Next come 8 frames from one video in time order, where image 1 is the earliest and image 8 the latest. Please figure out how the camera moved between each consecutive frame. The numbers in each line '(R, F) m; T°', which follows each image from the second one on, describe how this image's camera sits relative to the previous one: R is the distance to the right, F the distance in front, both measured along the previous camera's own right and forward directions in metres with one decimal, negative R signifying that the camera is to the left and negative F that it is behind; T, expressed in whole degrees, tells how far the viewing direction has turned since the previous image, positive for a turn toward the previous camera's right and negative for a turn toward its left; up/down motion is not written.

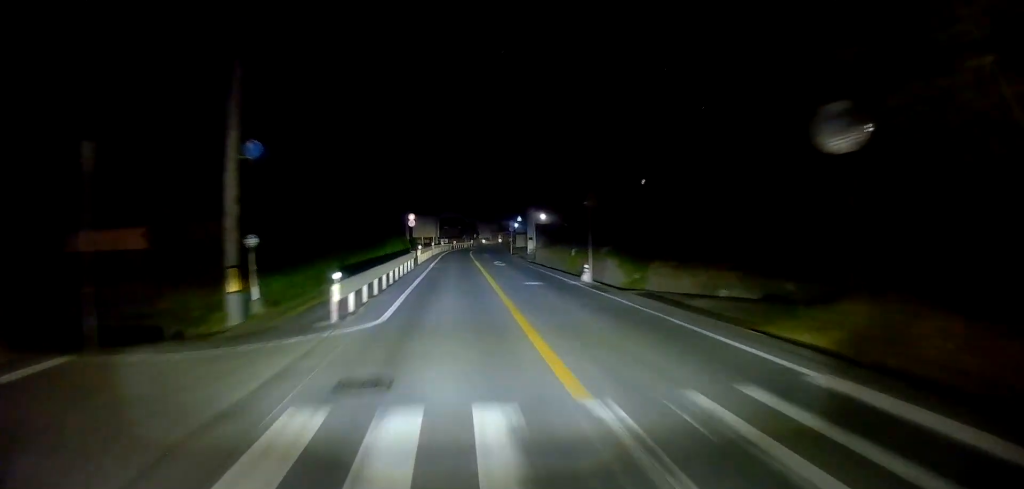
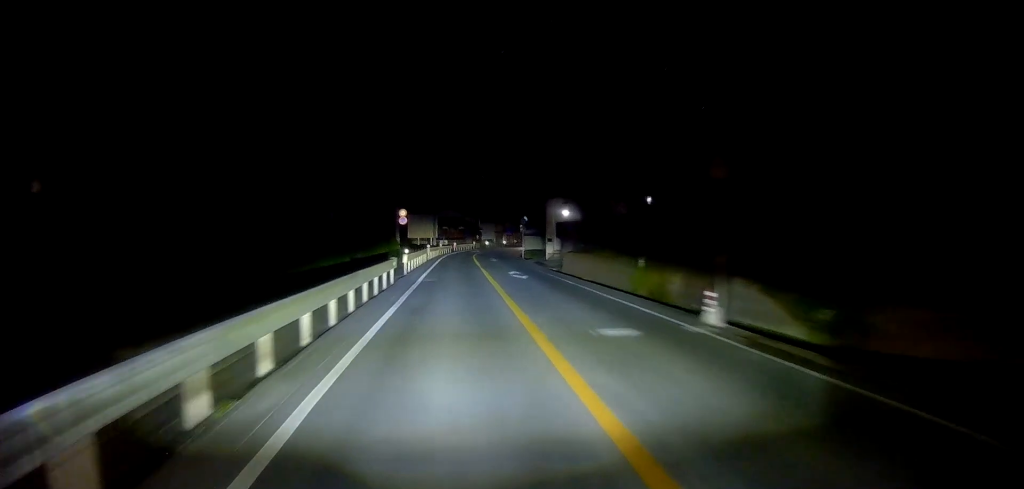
(0.0, +10.4) m; 0°
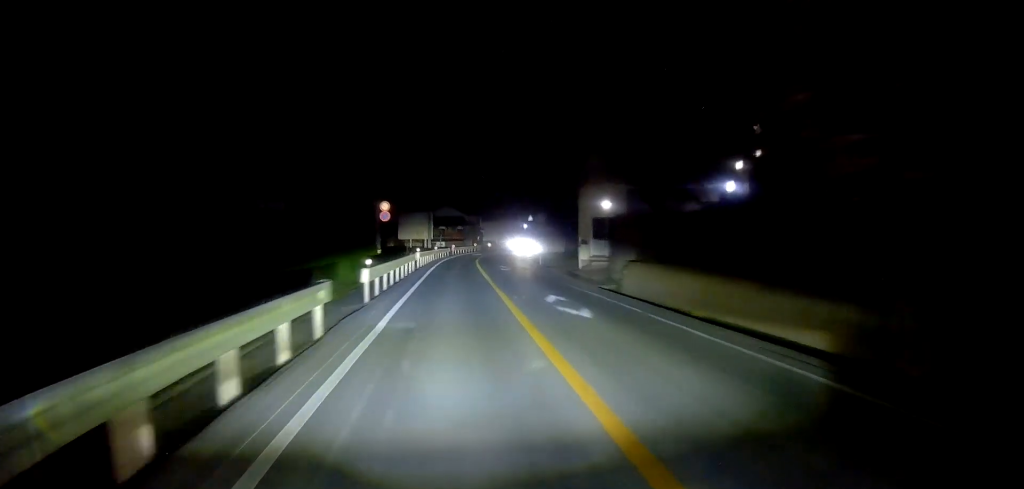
(0.0, +11.0) m; 0°
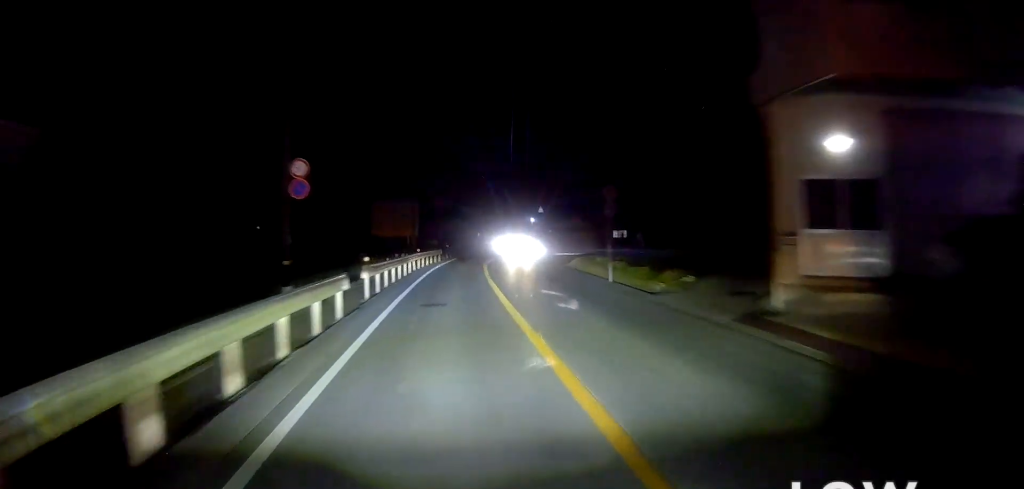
(0.0, +19.6) m; 0°
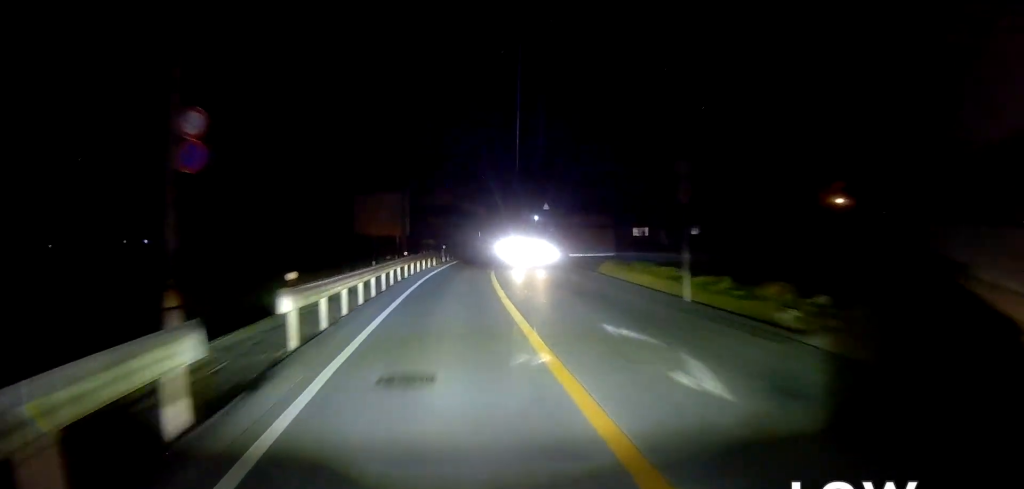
(0.0, +8.1) m; 0°
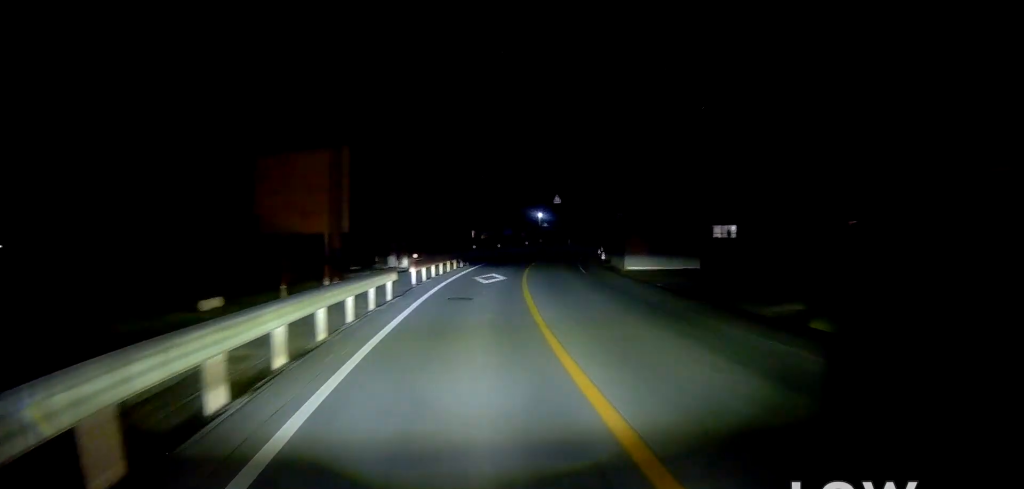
(0.0, +20.0) m; +1°
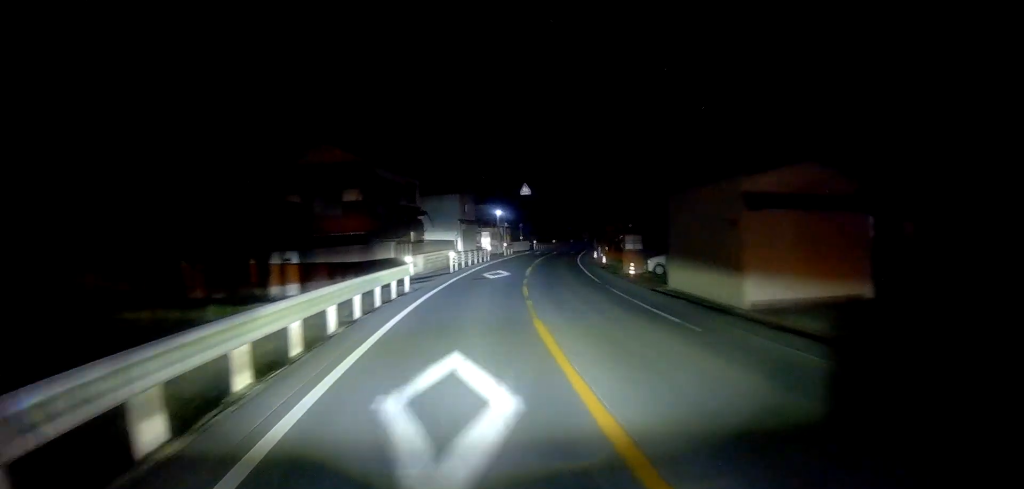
(+0.4, +17.3) m; +4°
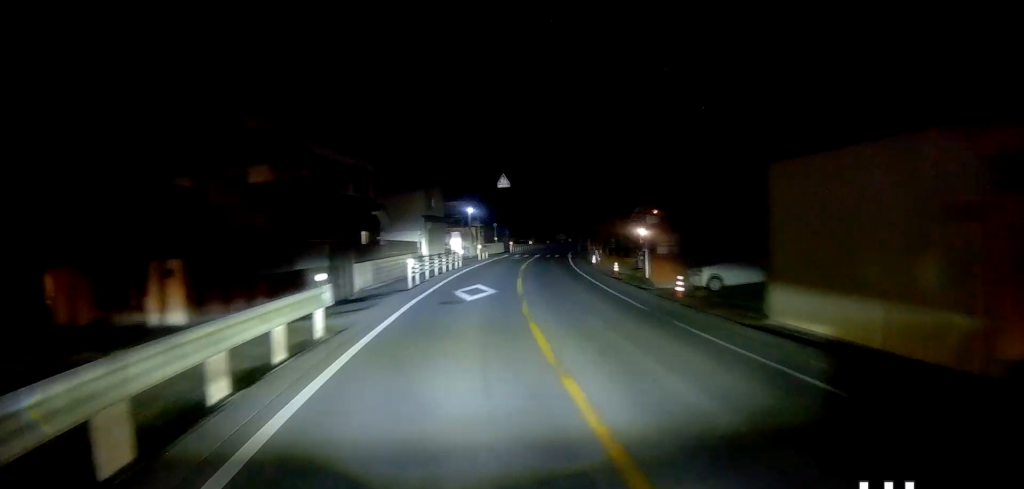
(+0.3, +8.1) m; +2°
